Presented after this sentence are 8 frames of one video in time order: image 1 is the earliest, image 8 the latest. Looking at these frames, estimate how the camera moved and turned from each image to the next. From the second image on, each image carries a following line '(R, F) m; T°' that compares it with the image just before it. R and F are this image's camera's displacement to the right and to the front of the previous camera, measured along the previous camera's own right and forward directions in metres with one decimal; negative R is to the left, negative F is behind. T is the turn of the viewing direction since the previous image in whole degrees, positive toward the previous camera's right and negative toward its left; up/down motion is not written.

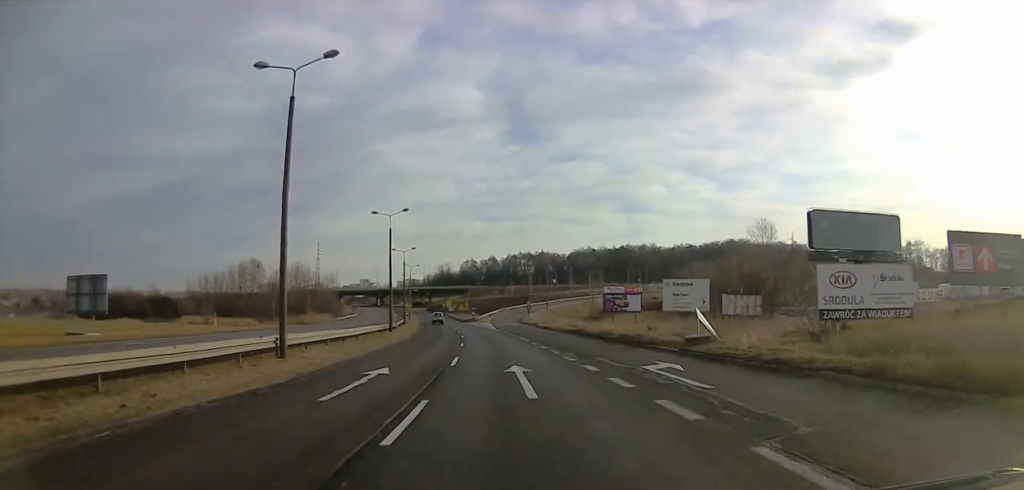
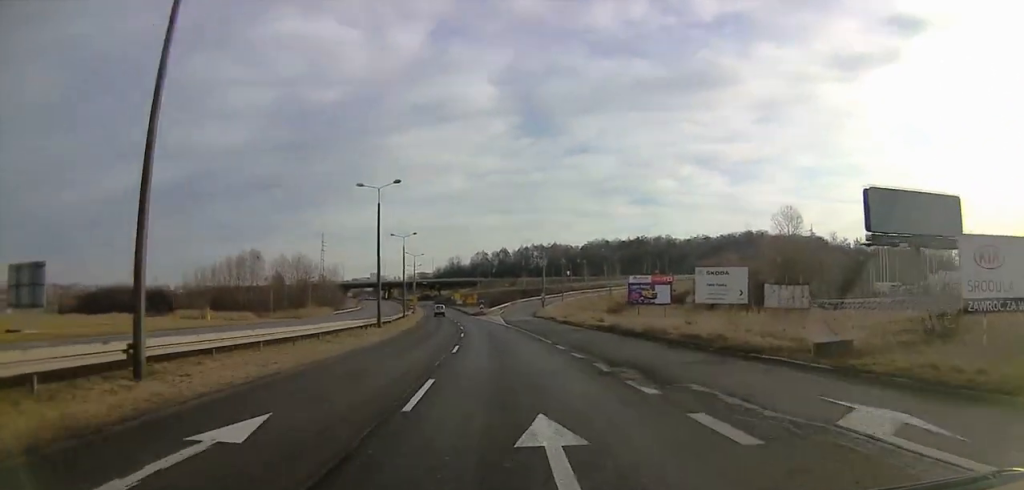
(0.0, +10.0) m; 0°
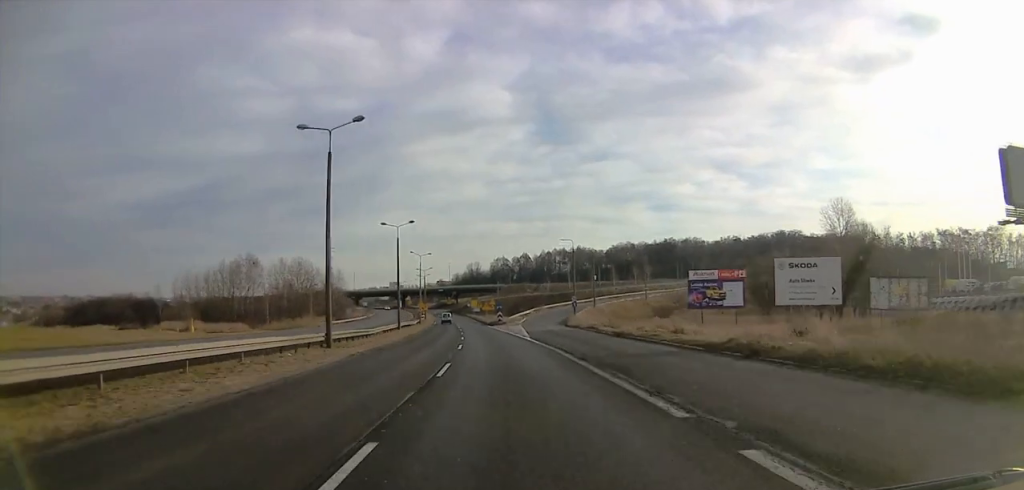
(0.0, +18.0) m; 0°
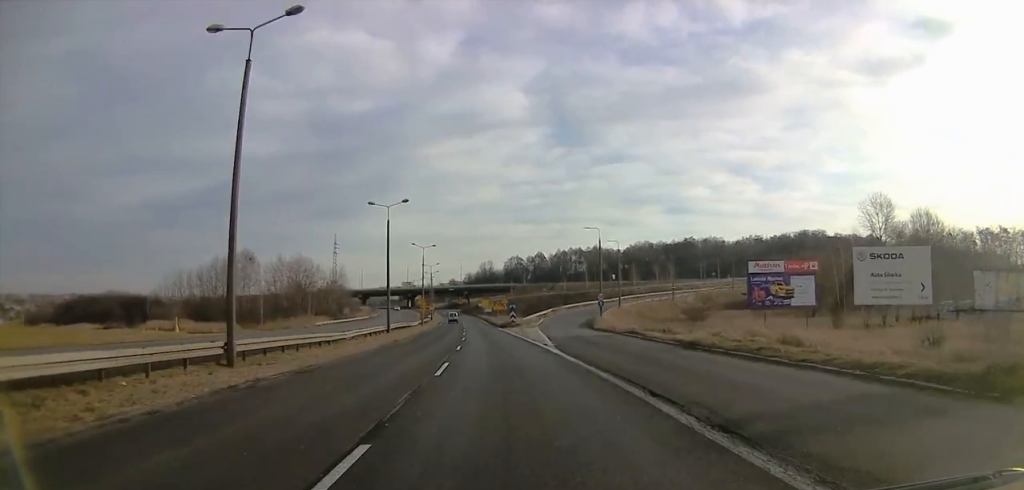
(0.0, +12.0) m; 0°
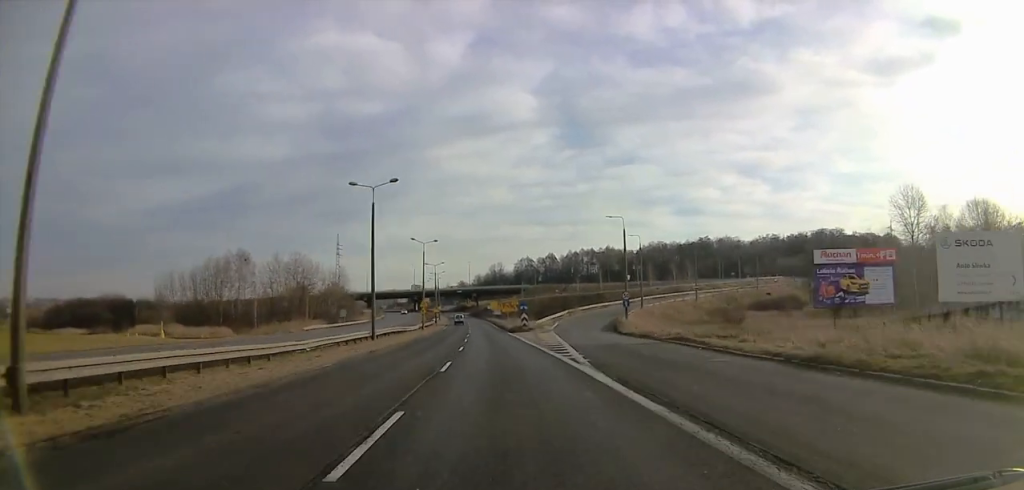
(0.0, +9.4) m; 0°
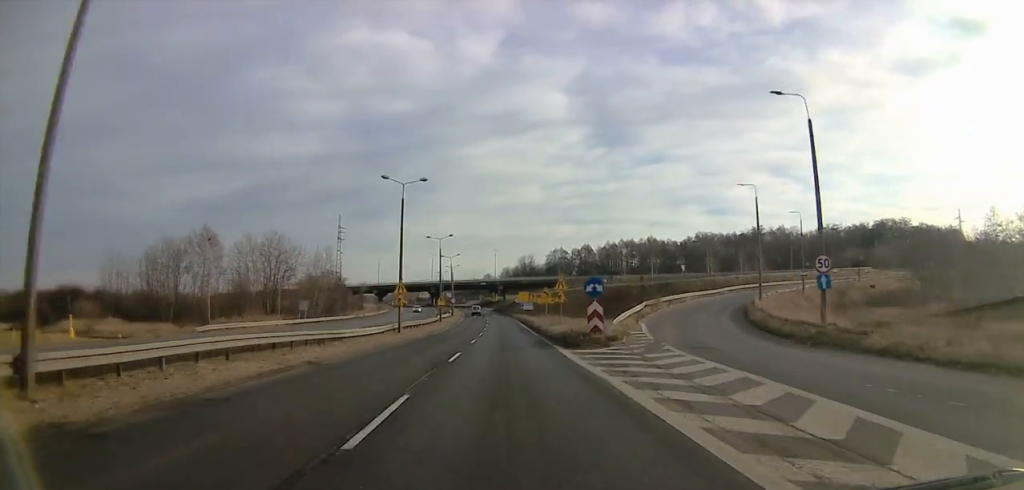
(0.0, +34.7) m; 0°
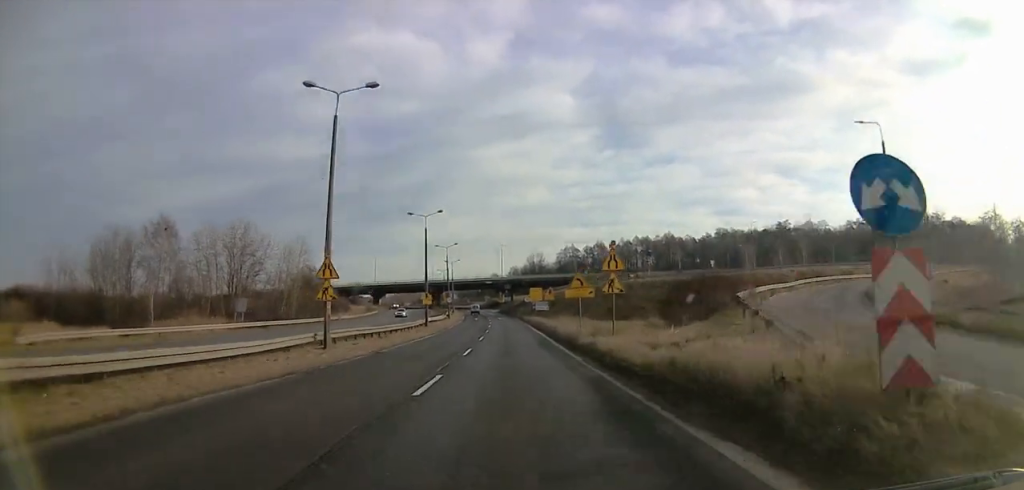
(0.0, +19.9) m; 0°
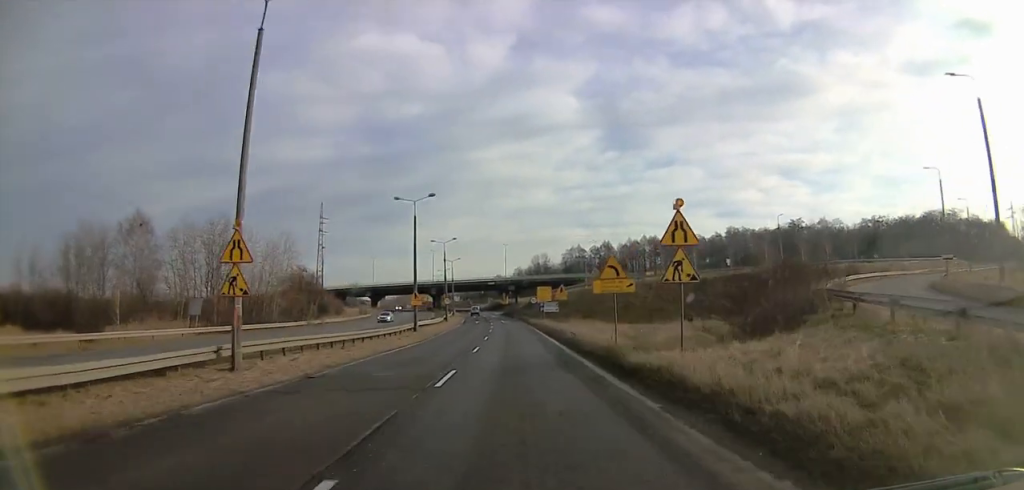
(0.0, +9.2) m; -1°
